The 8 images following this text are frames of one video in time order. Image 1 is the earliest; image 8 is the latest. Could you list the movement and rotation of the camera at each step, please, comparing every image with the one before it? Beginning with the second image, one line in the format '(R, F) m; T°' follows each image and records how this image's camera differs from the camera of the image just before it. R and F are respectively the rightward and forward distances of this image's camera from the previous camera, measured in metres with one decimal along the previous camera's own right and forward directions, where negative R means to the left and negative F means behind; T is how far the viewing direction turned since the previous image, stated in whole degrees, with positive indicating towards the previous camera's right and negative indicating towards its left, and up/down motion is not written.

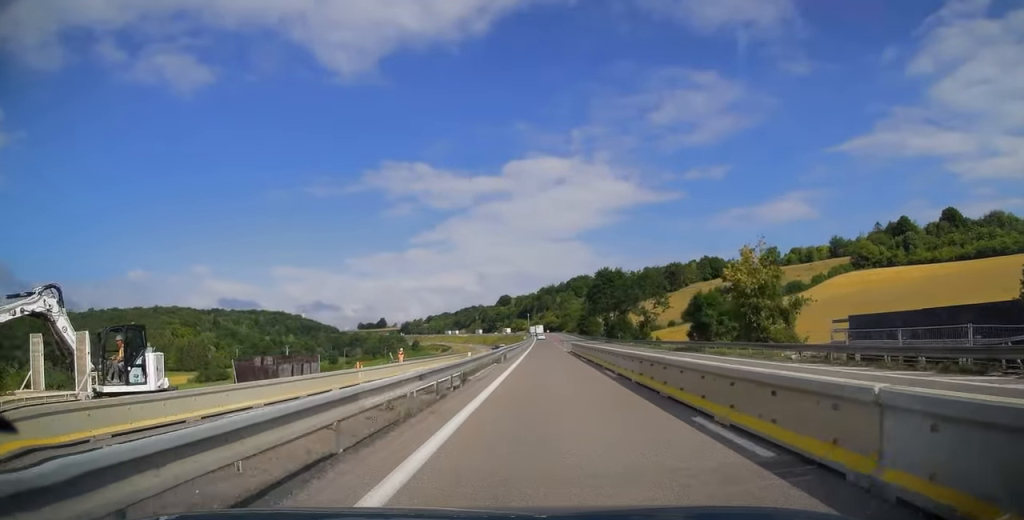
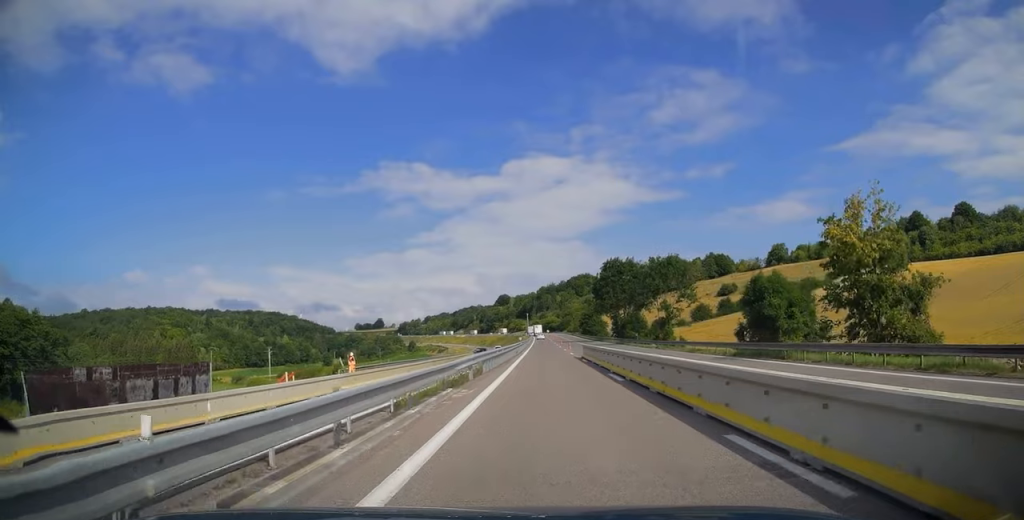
(-0.3, +14.8) m; 0°
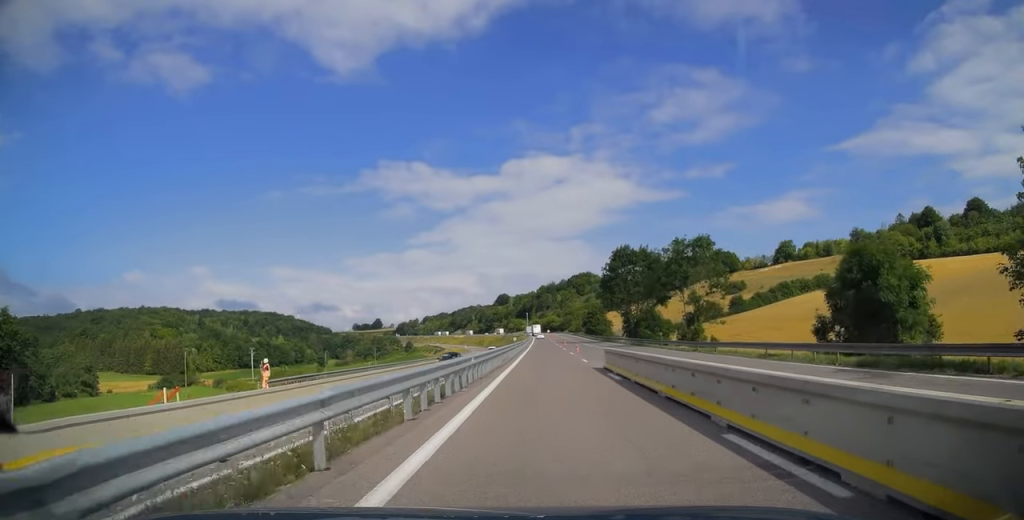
(-0.1, +13.1) m; 0°
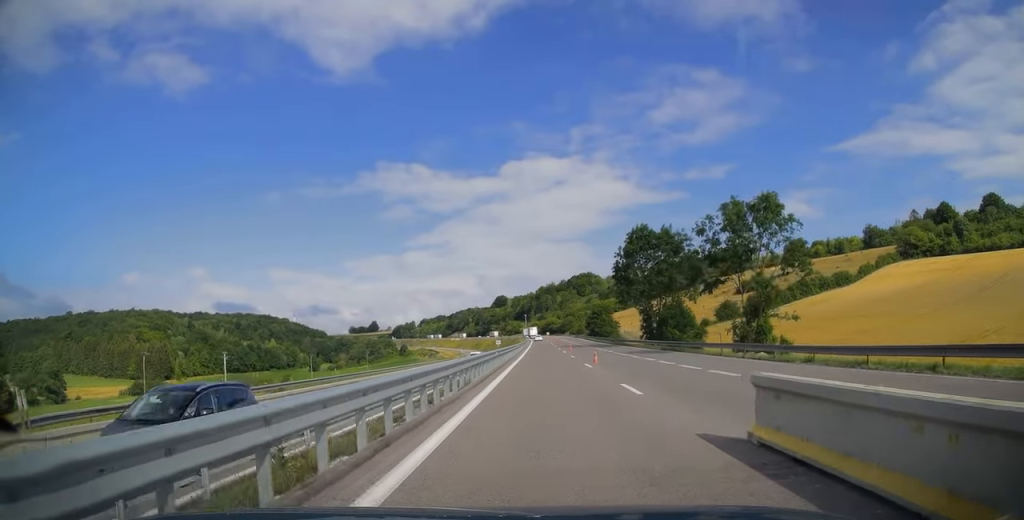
(+0.3, +17.3) m; 0°
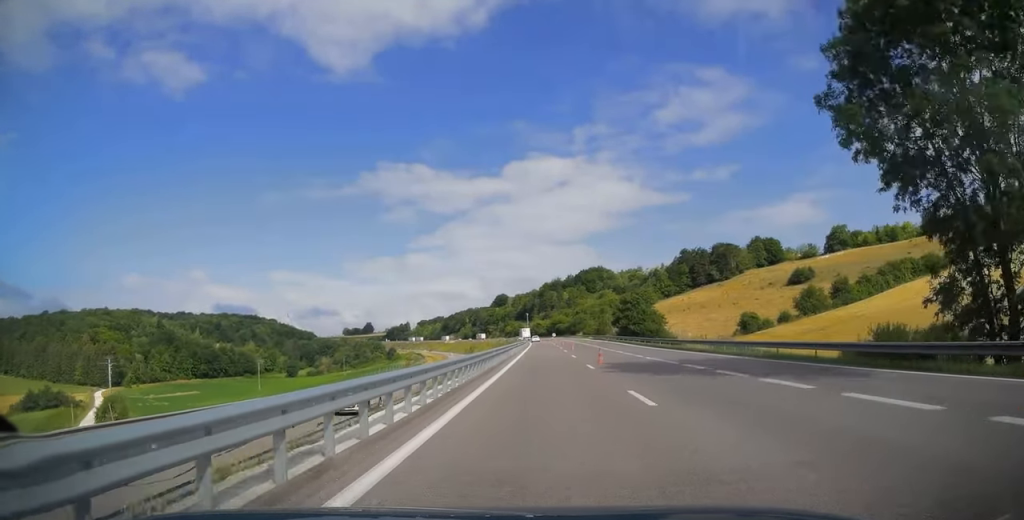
(-0.7, +54.9) m; -1°
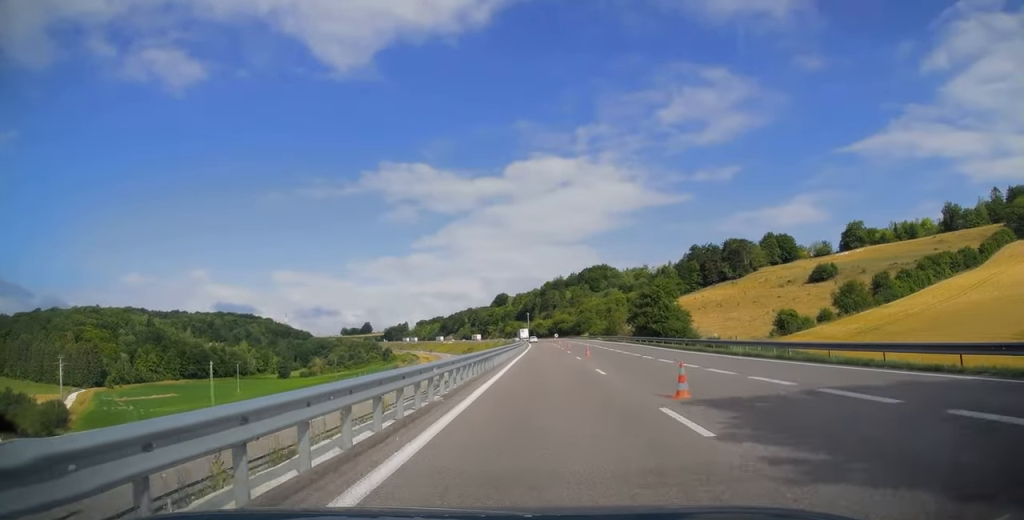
(0.0, +16.7) m; 0°
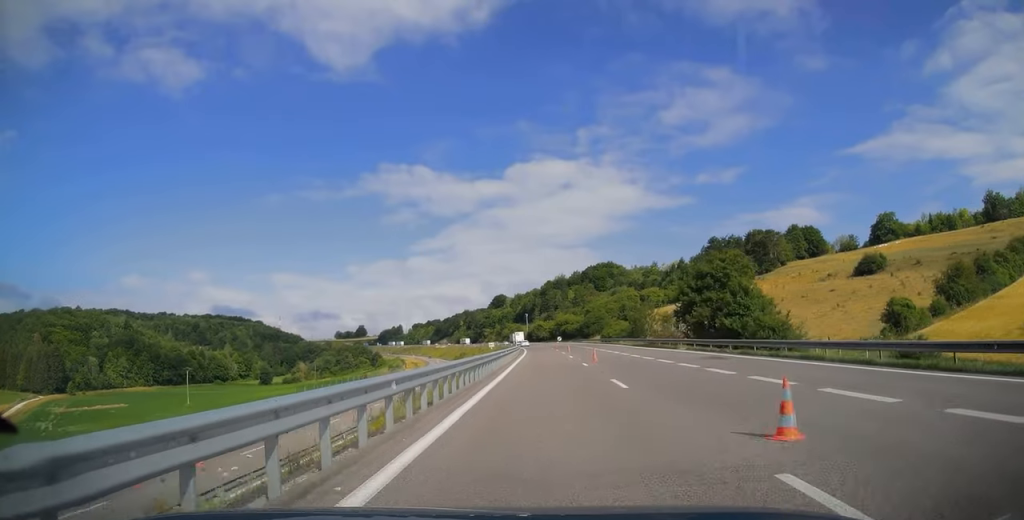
(0.0, +31.4) m; 0°
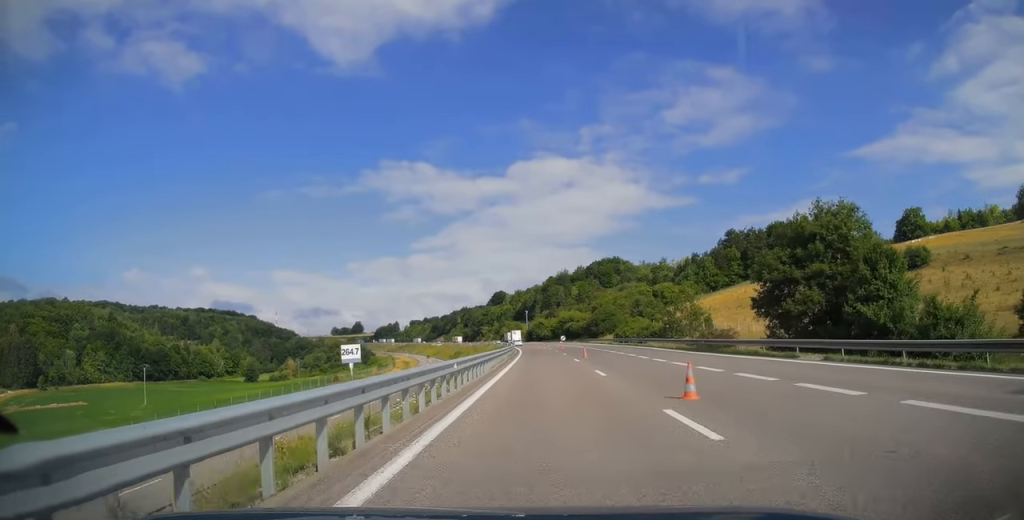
(-0.1, +21.3) m; -1°
